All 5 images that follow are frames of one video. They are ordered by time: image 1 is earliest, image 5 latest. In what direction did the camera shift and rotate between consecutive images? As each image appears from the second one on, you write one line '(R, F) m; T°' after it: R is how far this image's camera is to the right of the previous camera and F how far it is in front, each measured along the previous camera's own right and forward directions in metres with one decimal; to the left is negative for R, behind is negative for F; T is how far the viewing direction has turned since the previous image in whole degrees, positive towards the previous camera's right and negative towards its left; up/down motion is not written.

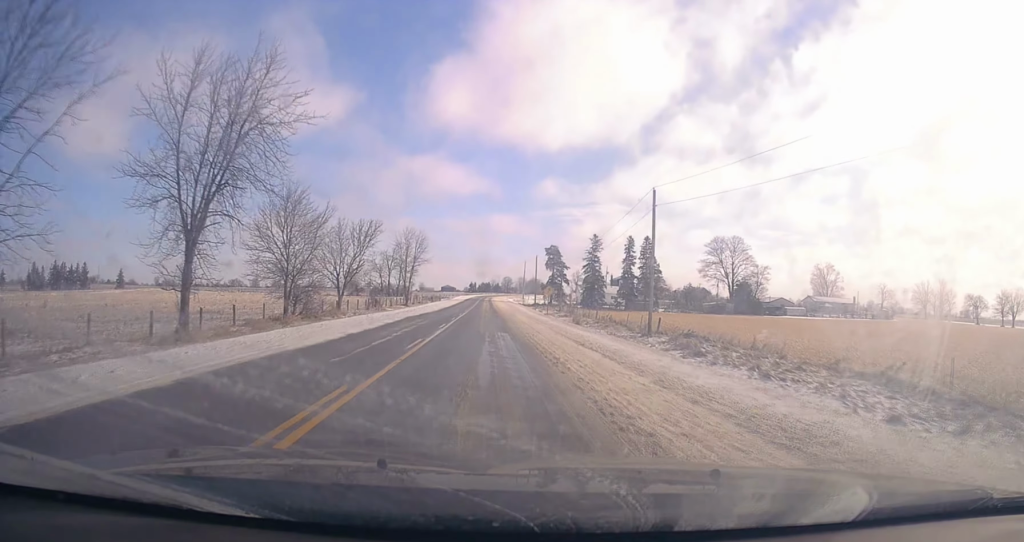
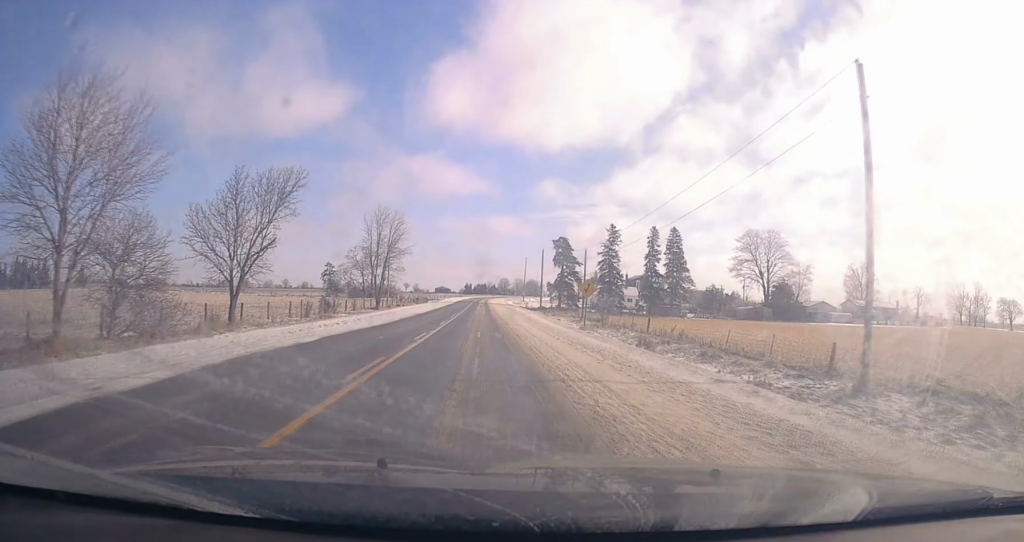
(-0.2, +22.3) m; -1°
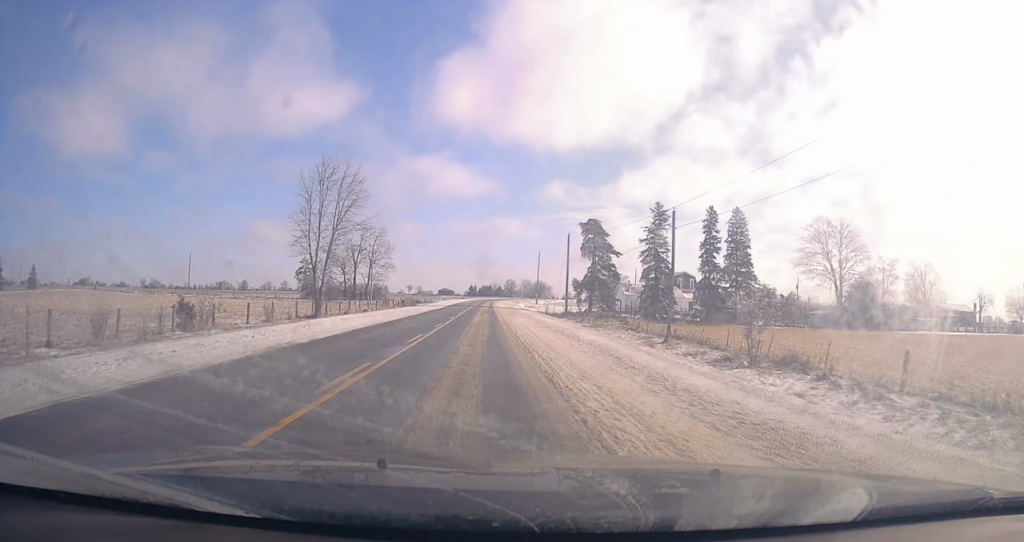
(-0.2, +29.1) m; -1°
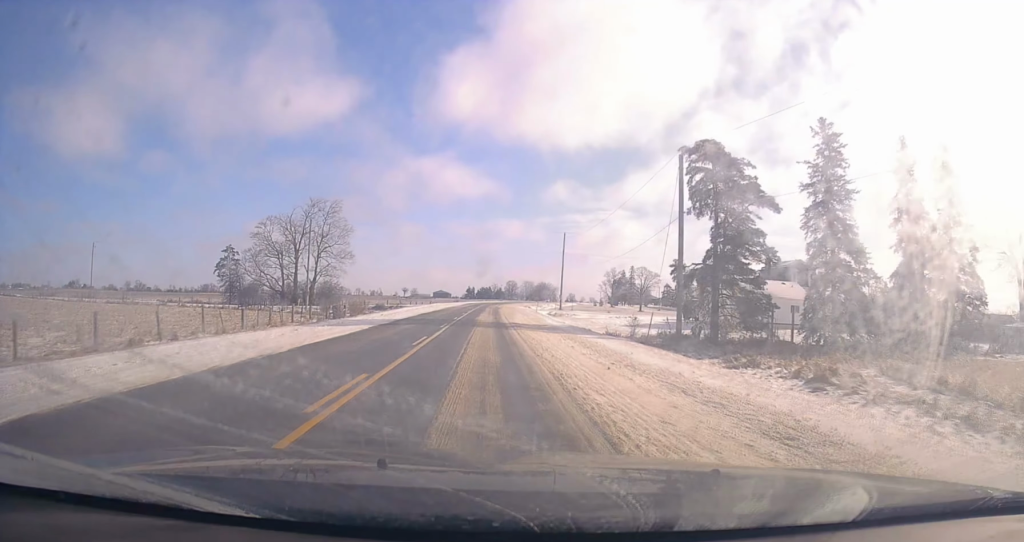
(-0.7, +45.3) m; -1°
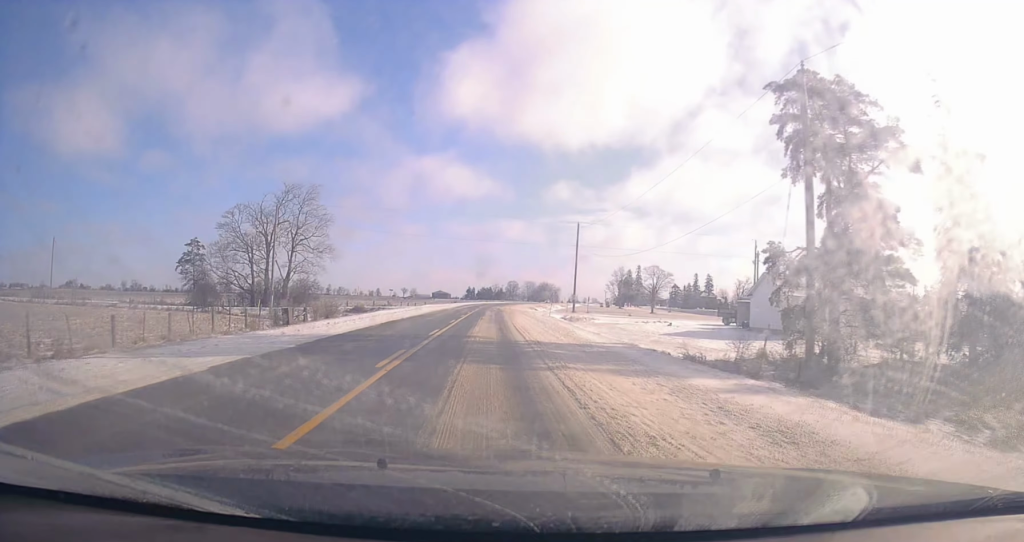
(0.0, +14.4) m; 0°
